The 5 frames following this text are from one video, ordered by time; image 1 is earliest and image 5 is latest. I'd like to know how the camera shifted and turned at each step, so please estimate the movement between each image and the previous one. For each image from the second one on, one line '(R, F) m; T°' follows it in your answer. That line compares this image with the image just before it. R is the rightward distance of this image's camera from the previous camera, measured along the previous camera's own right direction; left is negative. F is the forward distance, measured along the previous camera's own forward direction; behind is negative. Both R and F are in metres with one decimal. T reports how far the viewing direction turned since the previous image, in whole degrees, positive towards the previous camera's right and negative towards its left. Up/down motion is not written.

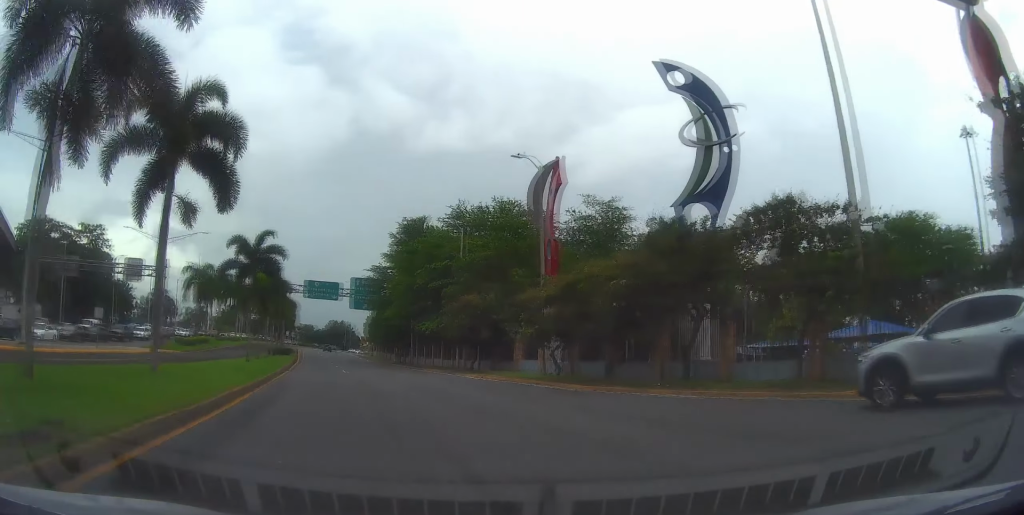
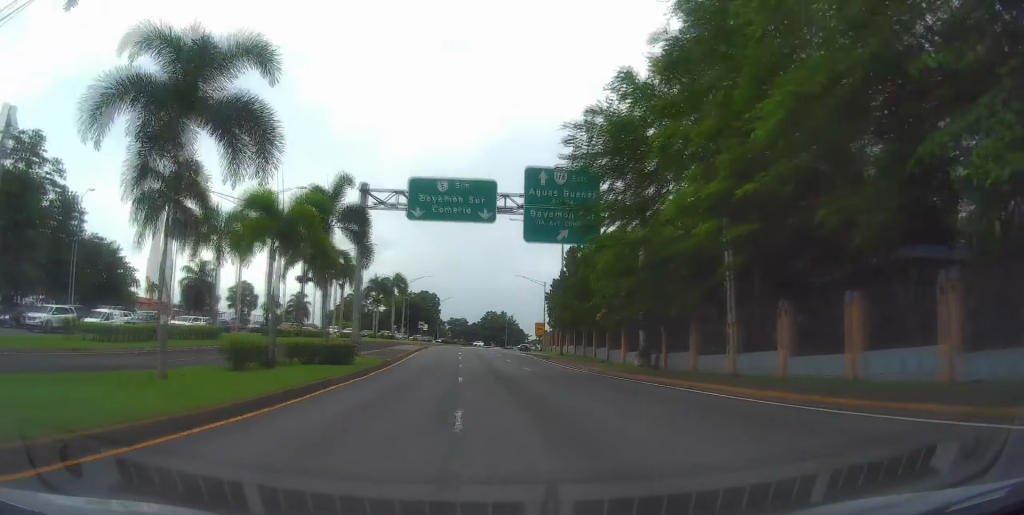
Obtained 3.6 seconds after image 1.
(-10.9, +54.0) m; -13°
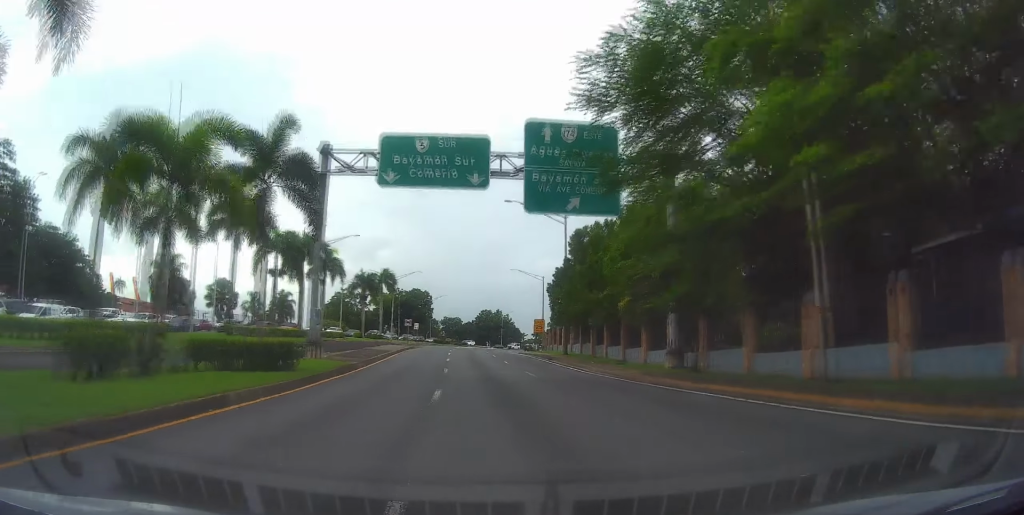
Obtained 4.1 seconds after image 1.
(0.0, +7.8) m; 0°
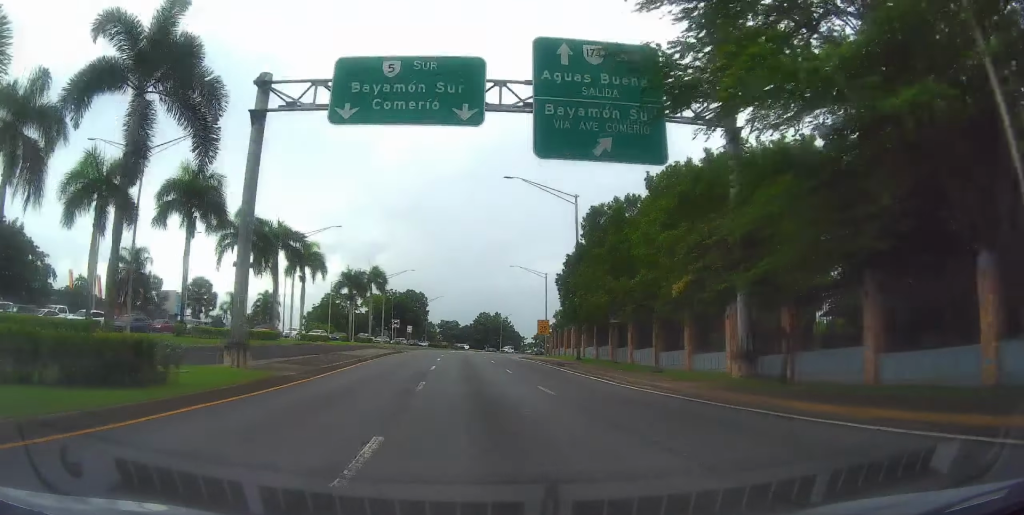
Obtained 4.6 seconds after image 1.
(0.0, +8.8) m; +1°
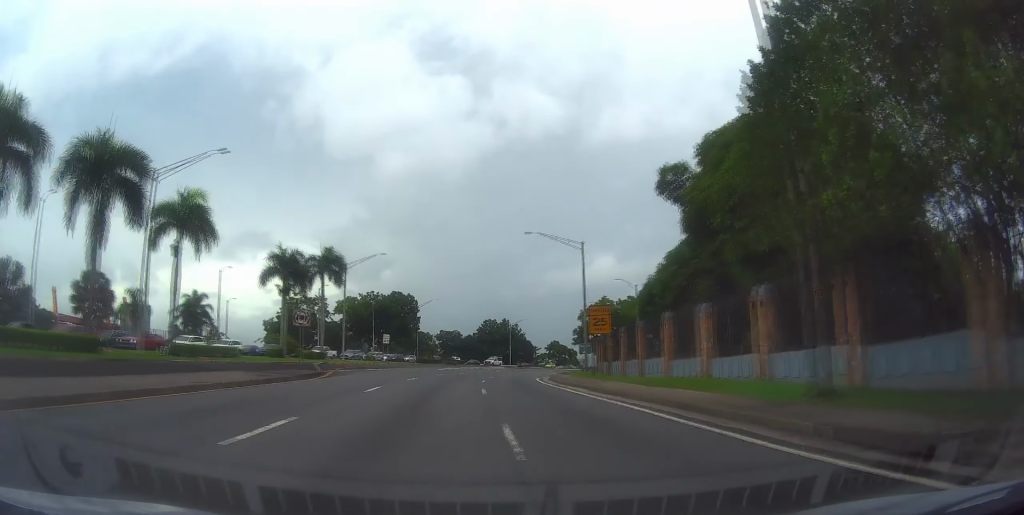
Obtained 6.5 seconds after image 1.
(+0.6, +34.2) m; +1°
